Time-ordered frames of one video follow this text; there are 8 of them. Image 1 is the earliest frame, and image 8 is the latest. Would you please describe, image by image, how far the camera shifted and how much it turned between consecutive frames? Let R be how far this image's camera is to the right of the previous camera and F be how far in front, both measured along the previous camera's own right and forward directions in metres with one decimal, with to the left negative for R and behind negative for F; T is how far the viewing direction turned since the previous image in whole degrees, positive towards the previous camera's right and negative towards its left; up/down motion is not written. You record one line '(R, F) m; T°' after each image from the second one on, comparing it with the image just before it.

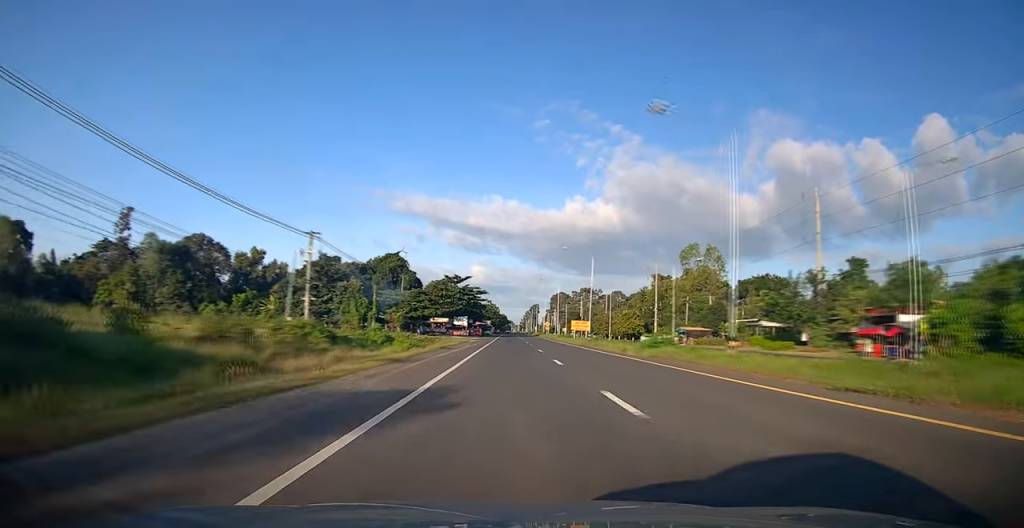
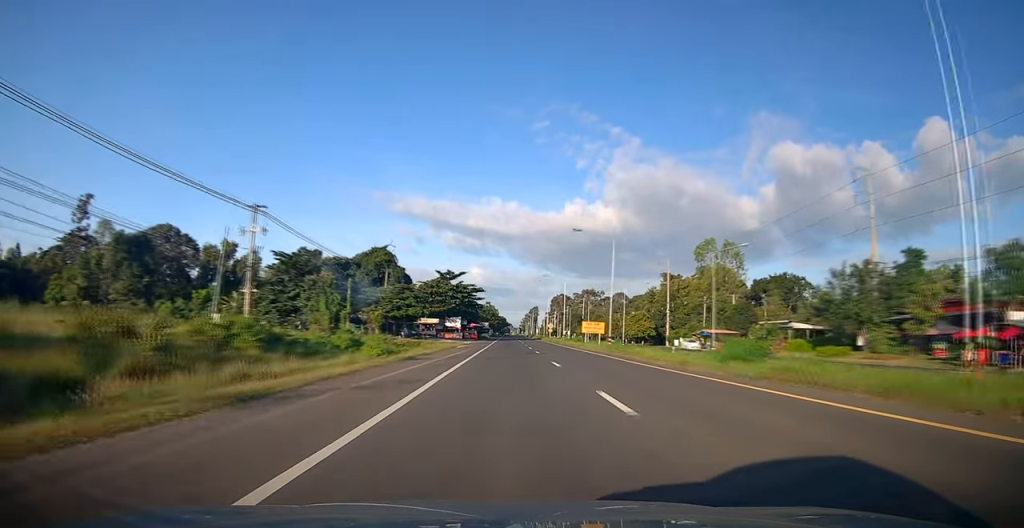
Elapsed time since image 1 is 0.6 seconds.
(0.0, +11.6) m; 0°
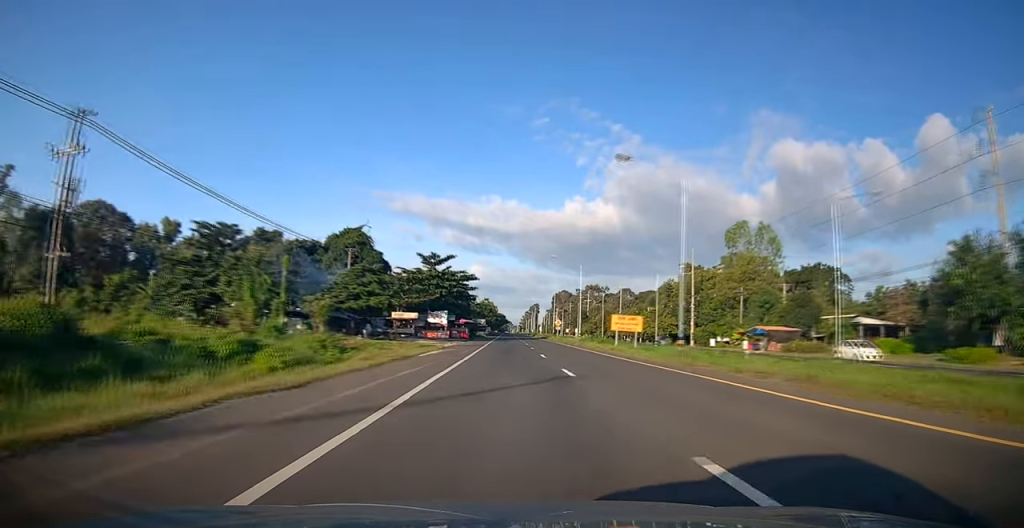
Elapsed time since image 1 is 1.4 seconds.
(+0.1, +18.2) m; 0°
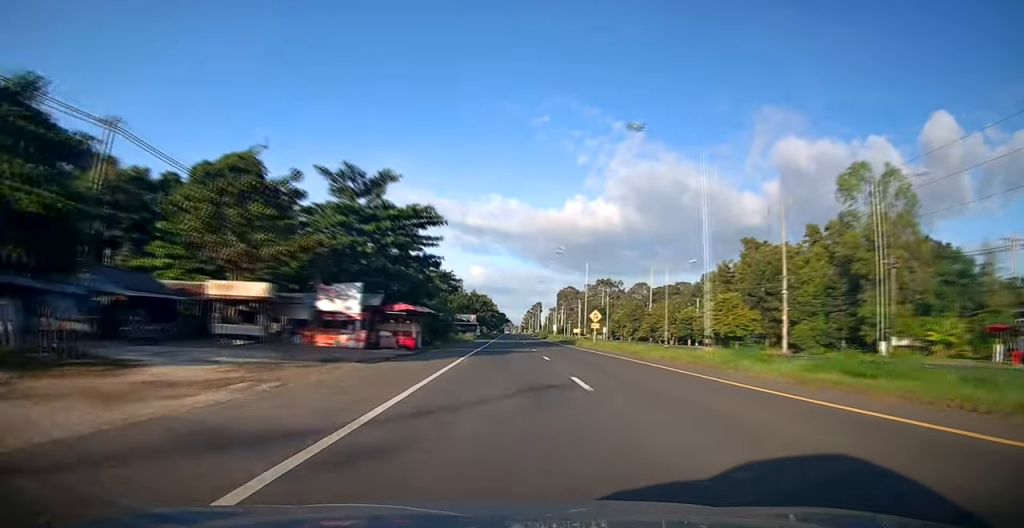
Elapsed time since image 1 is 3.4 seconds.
(-0.2, +39.6) m; 0°
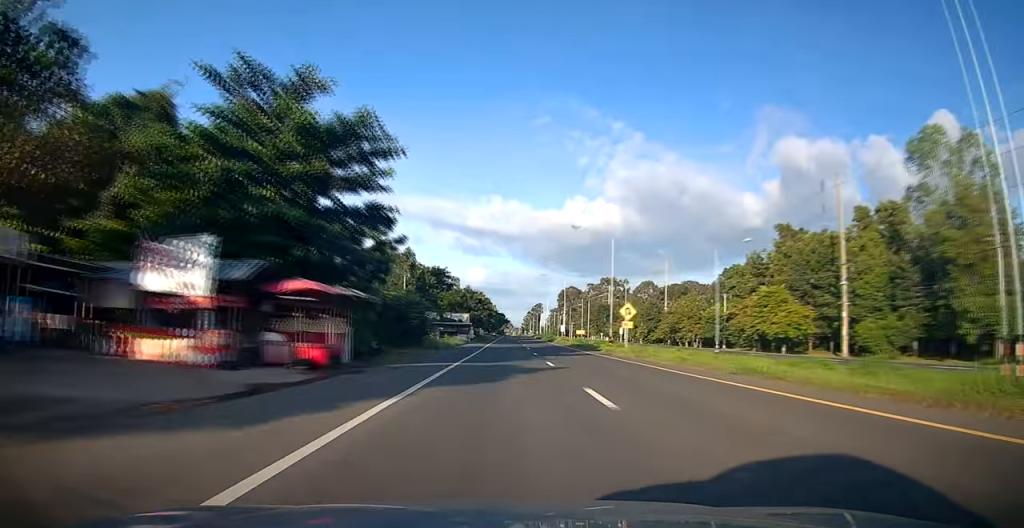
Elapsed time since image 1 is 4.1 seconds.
(+0.1, +14.8) m; 0°
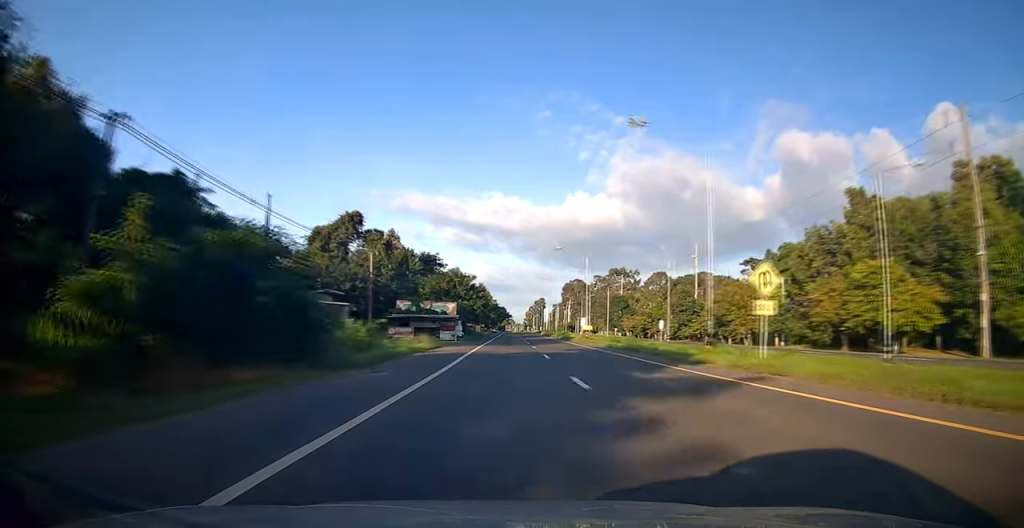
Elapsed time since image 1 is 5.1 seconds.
(-0.1, +21.2) m; 0°
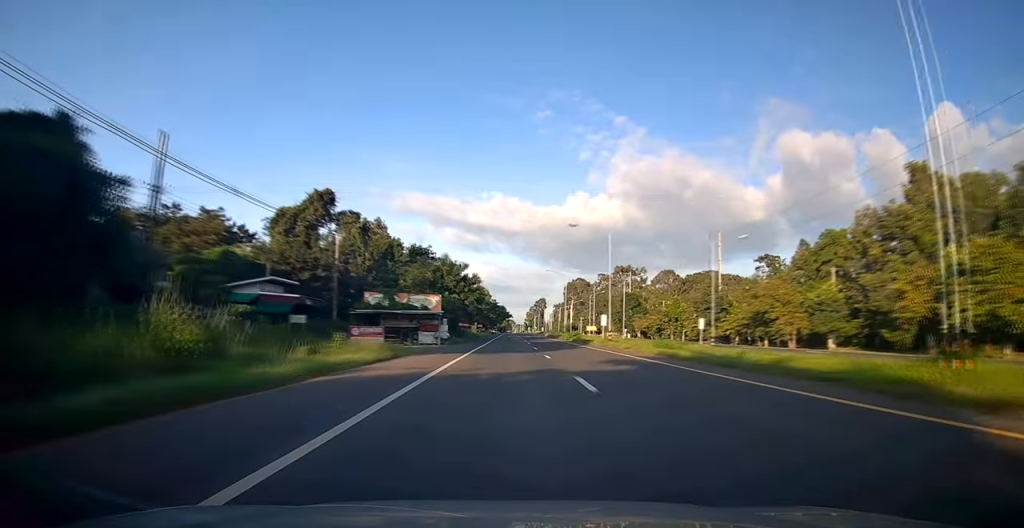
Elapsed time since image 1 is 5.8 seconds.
(0.0, +13.0) m; 0°
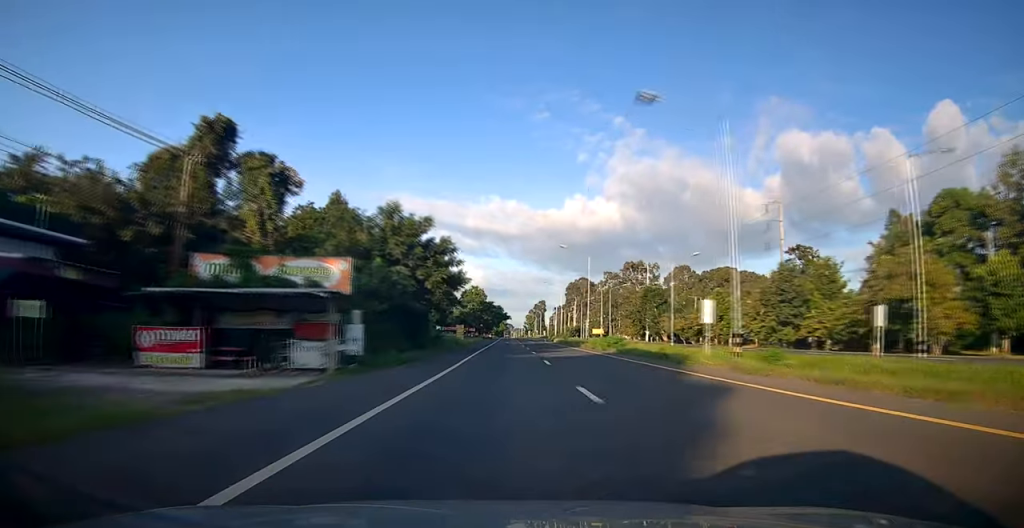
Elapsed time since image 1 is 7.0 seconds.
(0.0, +25.2) m; 0°
